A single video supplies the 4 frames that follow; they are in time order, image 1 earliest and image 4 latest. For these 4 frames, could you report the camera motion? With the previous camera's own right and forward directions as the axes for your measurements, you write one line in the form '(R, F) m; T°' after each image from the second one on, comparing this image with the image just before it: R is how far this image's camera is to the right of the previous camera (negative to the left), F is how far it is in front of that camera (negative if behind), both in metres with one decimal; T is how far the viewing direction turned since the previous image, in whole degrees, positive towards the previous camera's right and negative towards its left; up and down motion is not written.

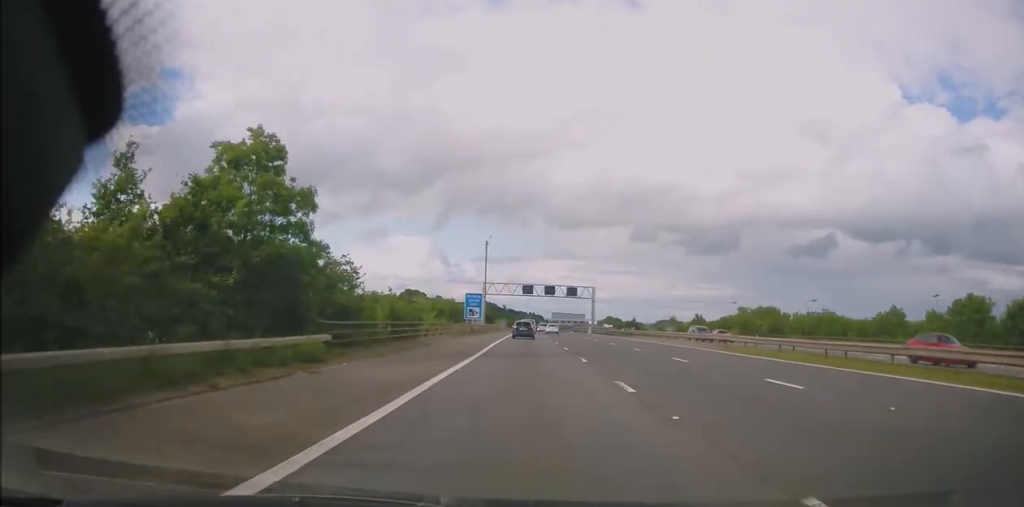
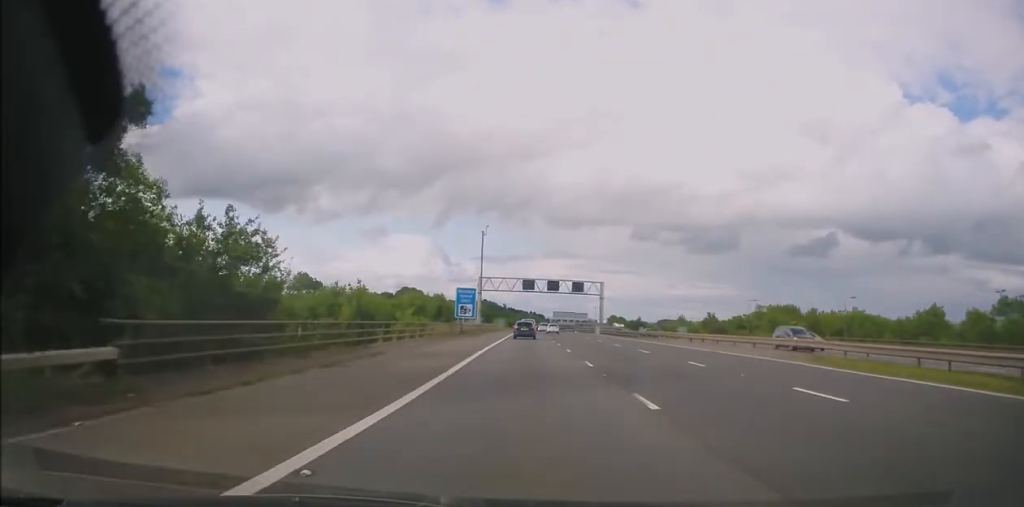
(0.0, +10.9) m; 0°
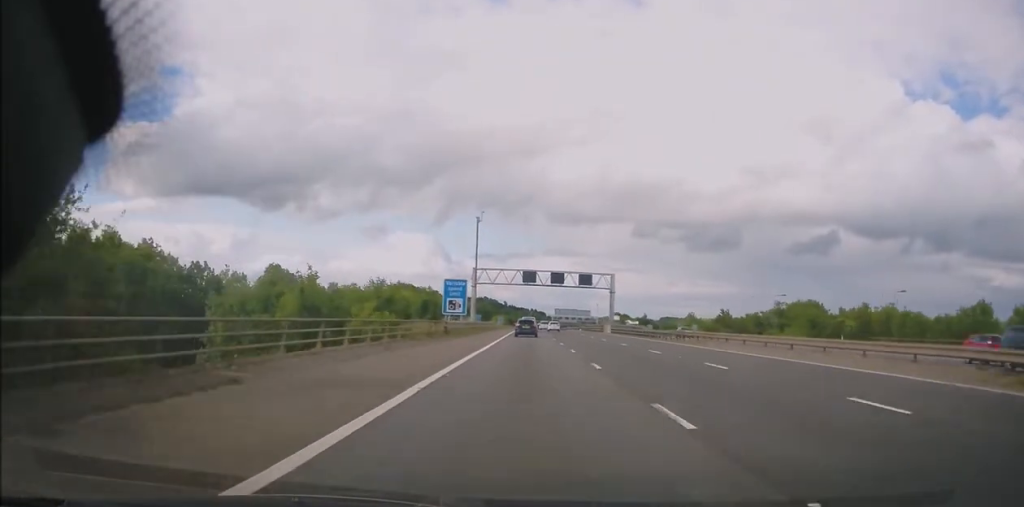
(-0.1, +10.9) m; 0°
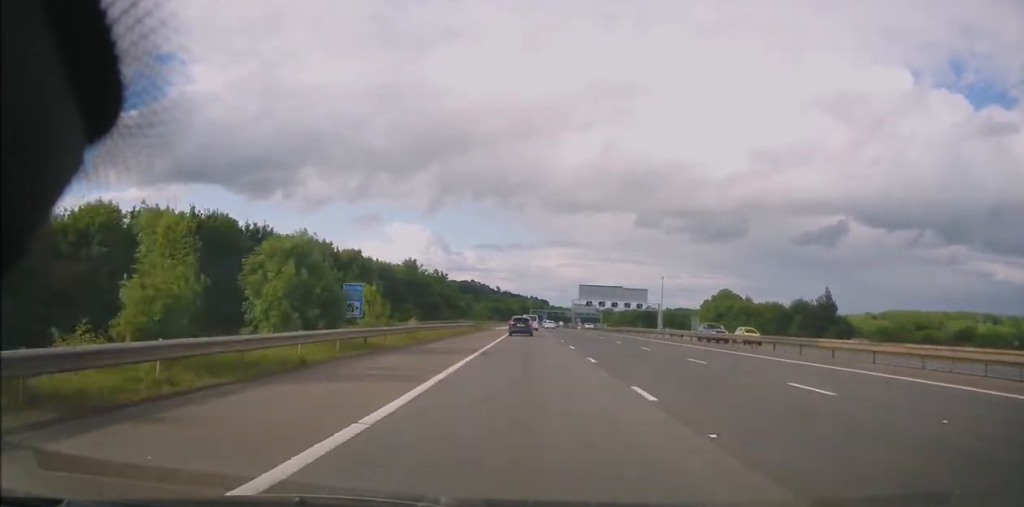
(+0.3, +156.1) m; 0°
